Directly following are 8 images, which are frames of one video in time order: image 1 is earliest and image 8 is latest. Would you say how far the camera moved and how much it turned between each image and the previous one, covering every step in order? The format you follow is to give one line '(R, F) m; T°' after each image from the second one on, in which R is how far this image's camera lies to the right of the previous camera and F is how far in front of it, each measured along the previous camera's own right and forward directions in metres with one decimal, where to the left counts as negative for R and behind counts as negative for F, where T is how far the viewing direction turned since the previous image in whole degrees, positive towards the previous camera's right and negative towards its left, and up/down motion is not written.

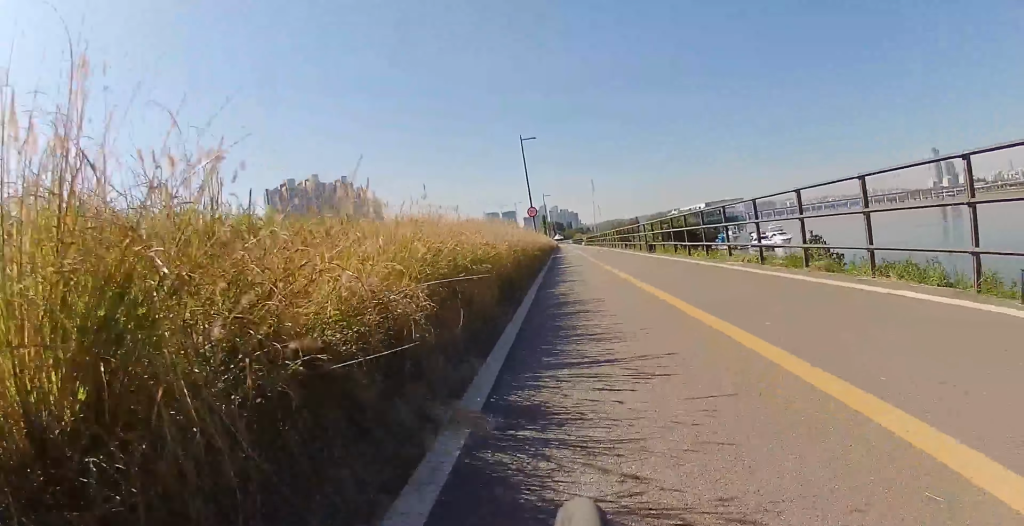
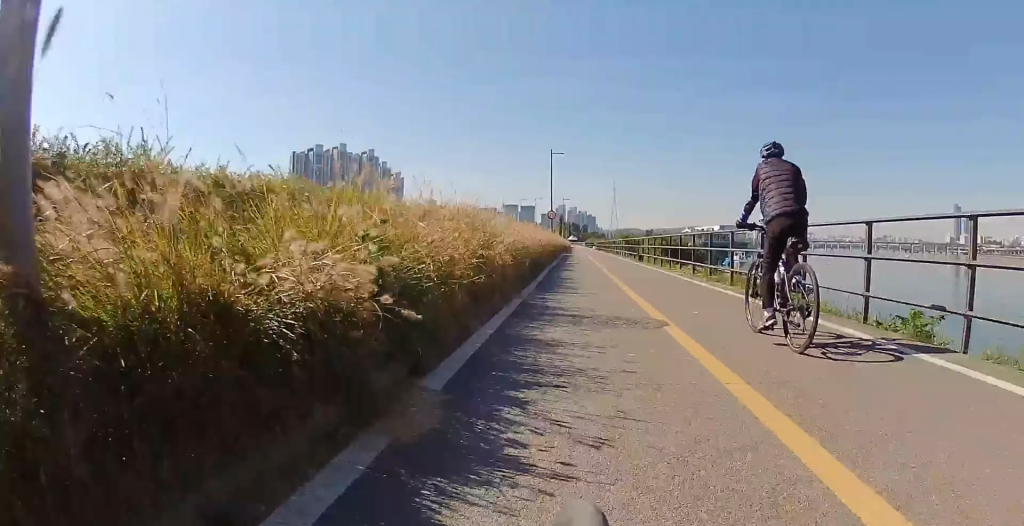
(-0.1, +6.0) m; -2°
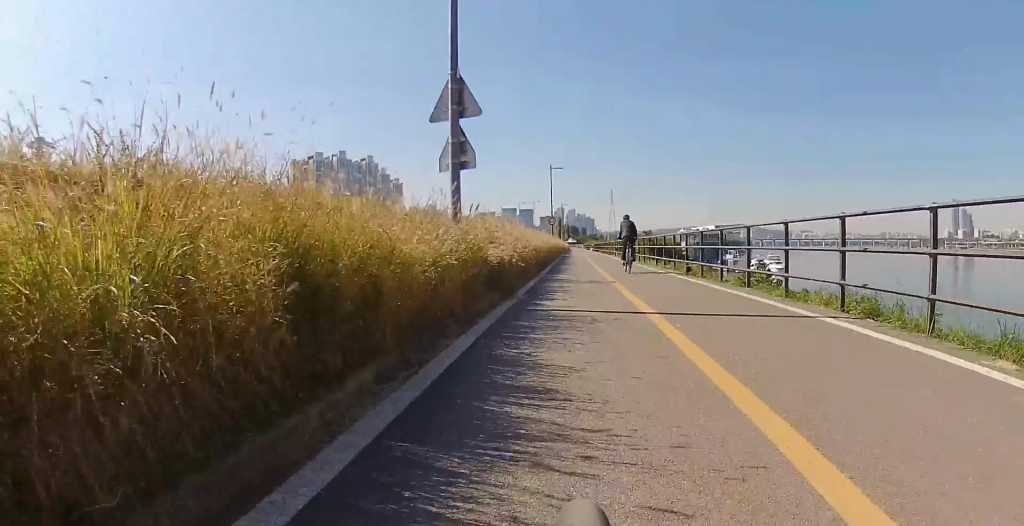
(-0.3, +6.5) m; +1°
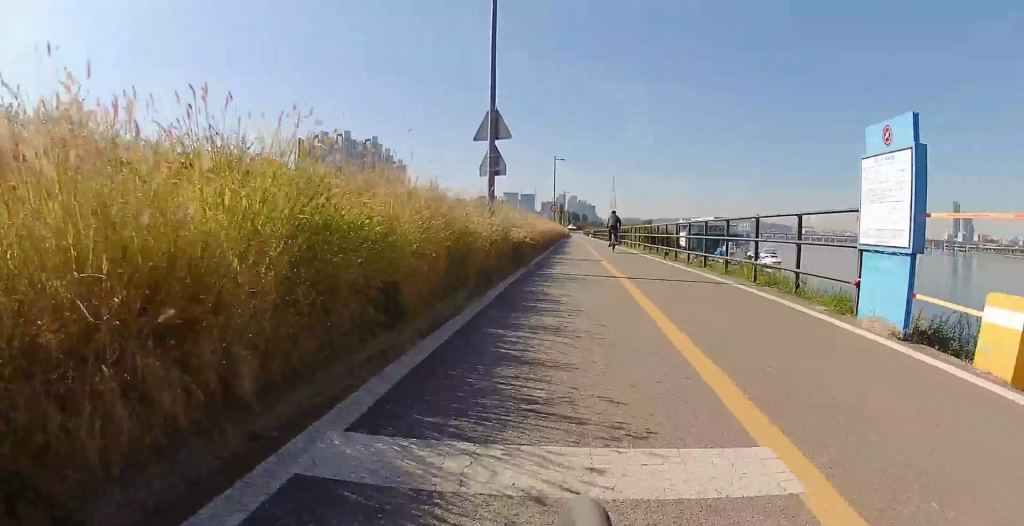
(+0.3, +3.4) m; -1°
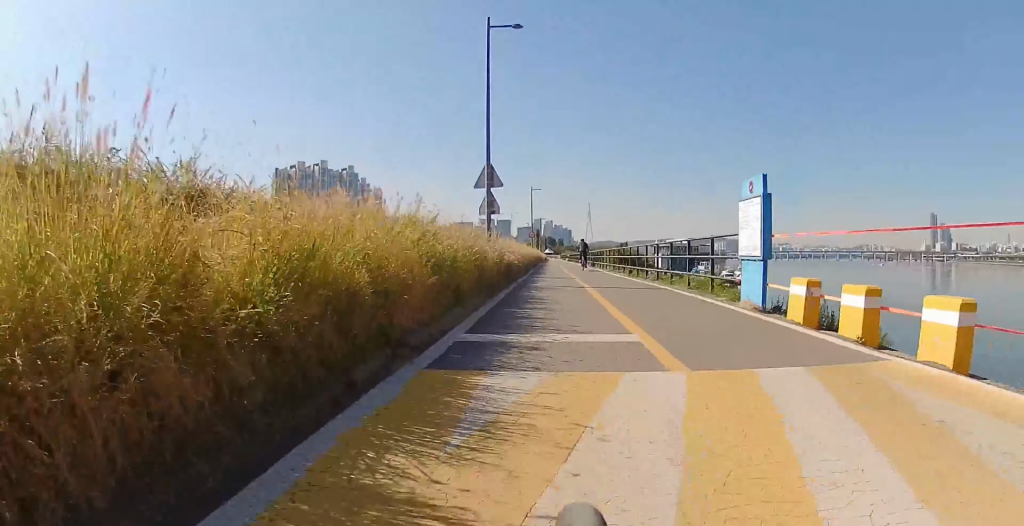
(+0.3, +3.6) m; -2°
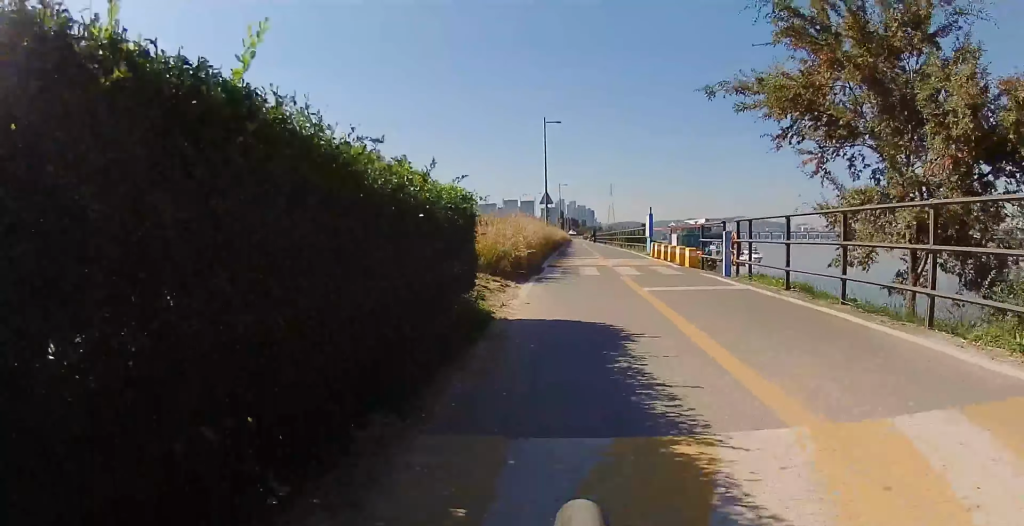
(-3.1, +16.3) m; -5°
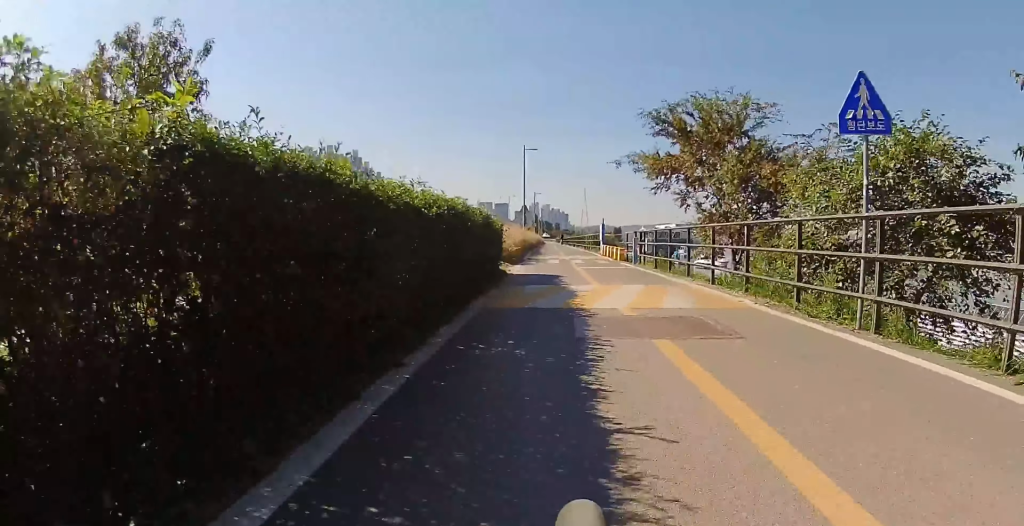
(+1.2, +8.3) m; +9°
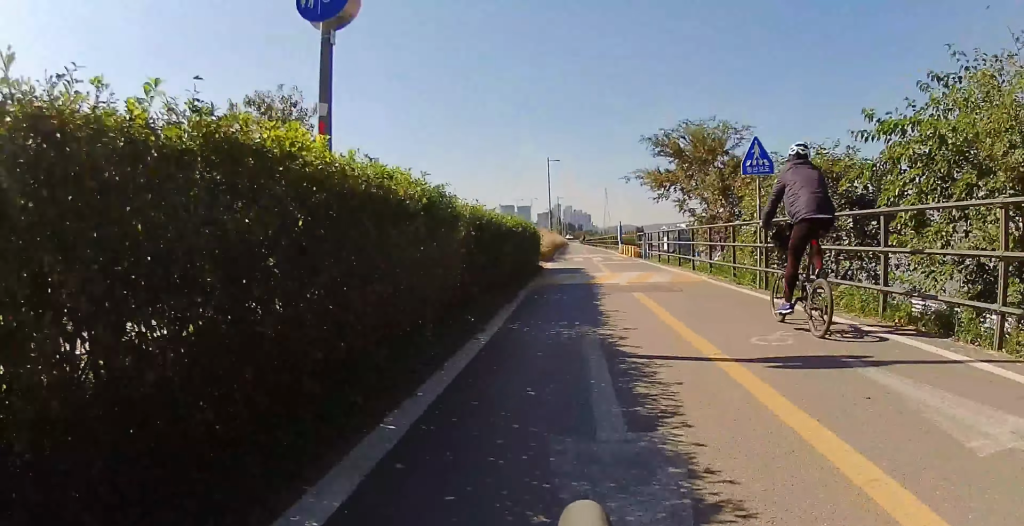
(+0.2, +4.5) m; 0°
